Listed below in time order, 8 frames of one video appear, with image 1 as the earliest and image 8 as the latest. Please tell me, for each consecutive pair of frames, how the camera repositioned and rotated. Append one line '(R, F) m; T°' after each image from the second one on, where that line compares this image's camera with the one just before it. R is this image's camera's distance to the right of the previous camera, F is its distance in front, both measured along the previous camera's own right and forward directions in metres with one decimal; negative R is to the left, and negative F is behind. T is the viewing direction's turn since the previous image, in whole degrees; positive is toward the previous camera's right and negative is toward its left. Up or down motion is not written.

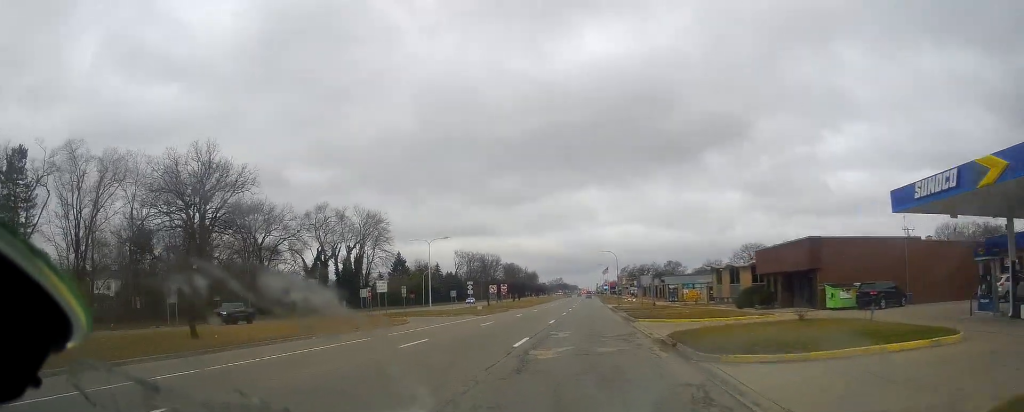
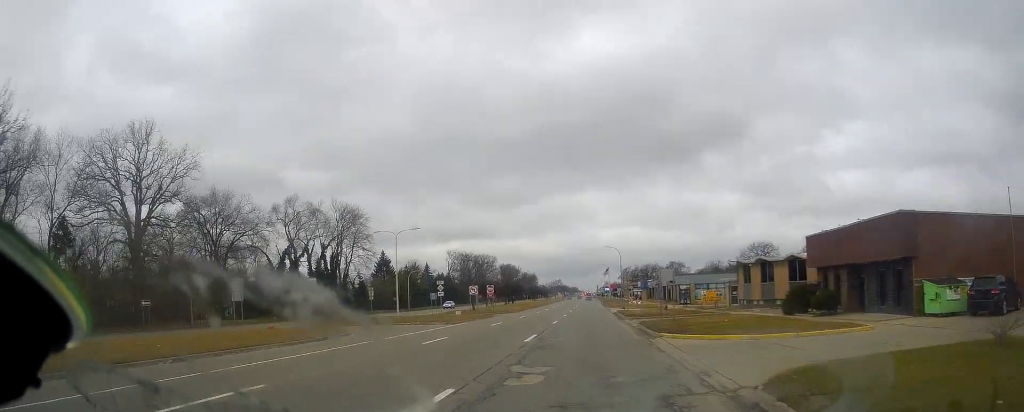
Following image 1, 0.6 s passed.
(+0.1, +12.2) m; 0°
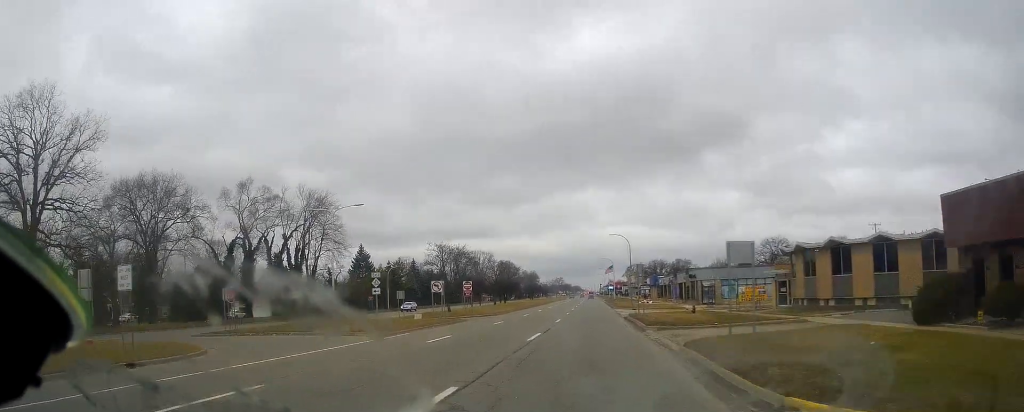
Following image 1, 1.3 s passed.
(+0.1, +15.9) m; -1°
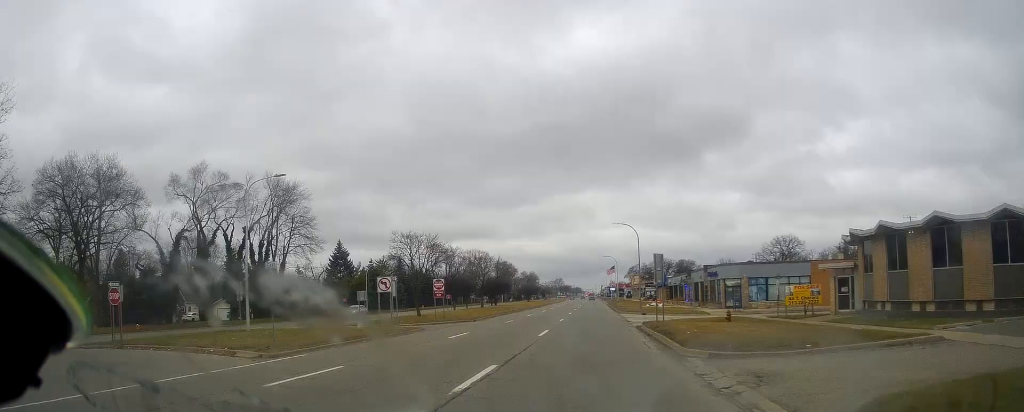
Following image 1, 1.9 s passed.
(-0.3, +12.2) m; -1°
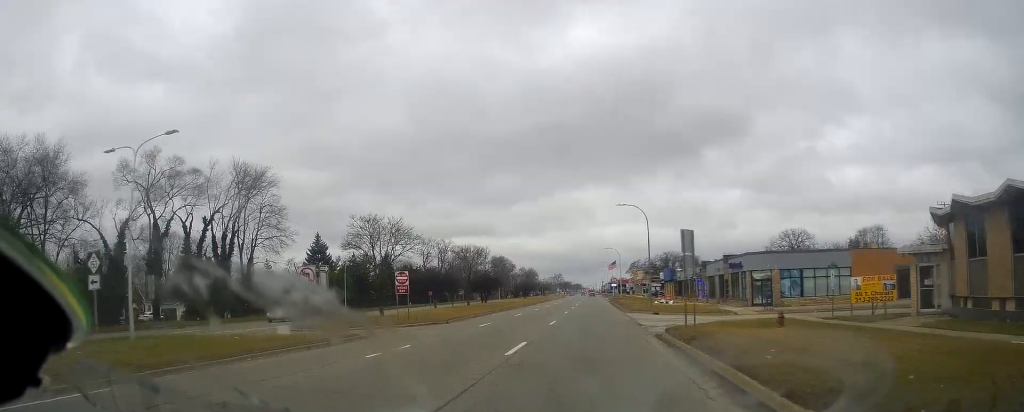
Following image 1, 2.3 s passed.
(-0.1, +10.1) m; -1°
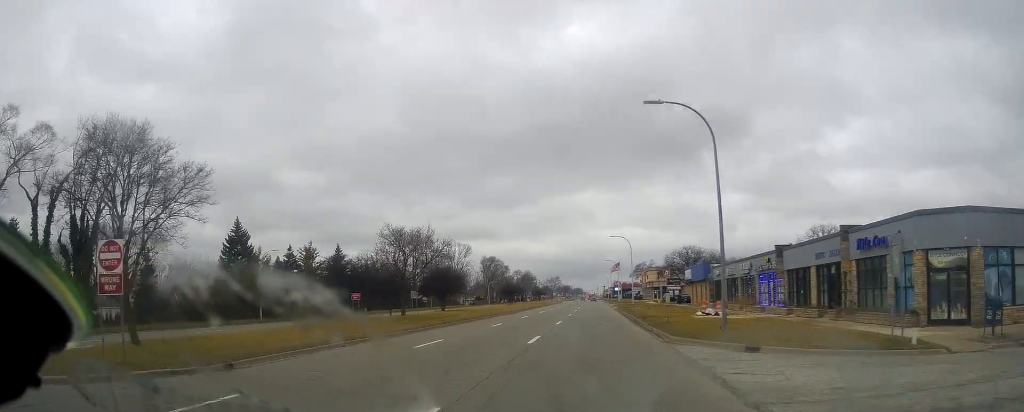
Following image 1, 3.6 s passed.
(+0.3, +27.5) m; +1°
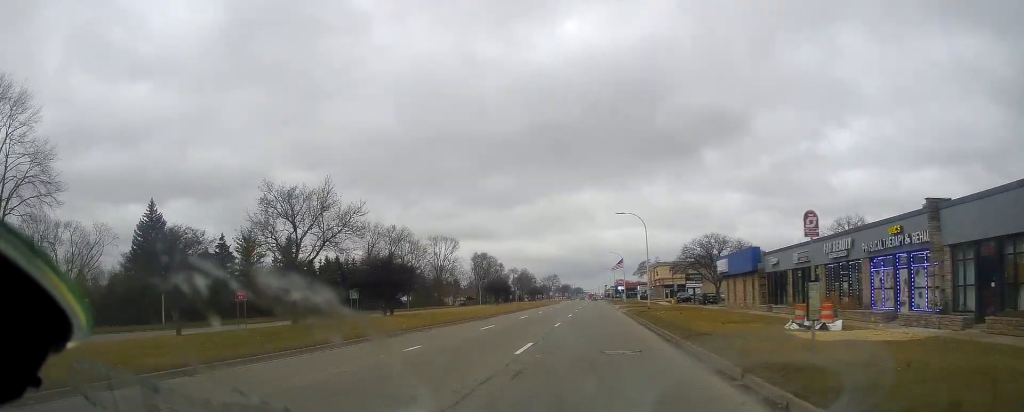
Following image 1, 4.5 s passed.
(+0.3, +19.5) m; 0°
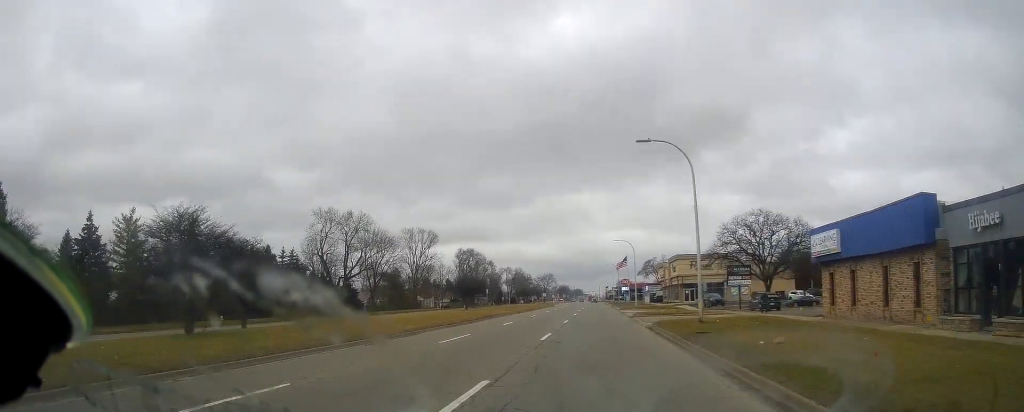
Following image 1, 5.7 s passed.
(-0.5, +25.2) m; -1°
